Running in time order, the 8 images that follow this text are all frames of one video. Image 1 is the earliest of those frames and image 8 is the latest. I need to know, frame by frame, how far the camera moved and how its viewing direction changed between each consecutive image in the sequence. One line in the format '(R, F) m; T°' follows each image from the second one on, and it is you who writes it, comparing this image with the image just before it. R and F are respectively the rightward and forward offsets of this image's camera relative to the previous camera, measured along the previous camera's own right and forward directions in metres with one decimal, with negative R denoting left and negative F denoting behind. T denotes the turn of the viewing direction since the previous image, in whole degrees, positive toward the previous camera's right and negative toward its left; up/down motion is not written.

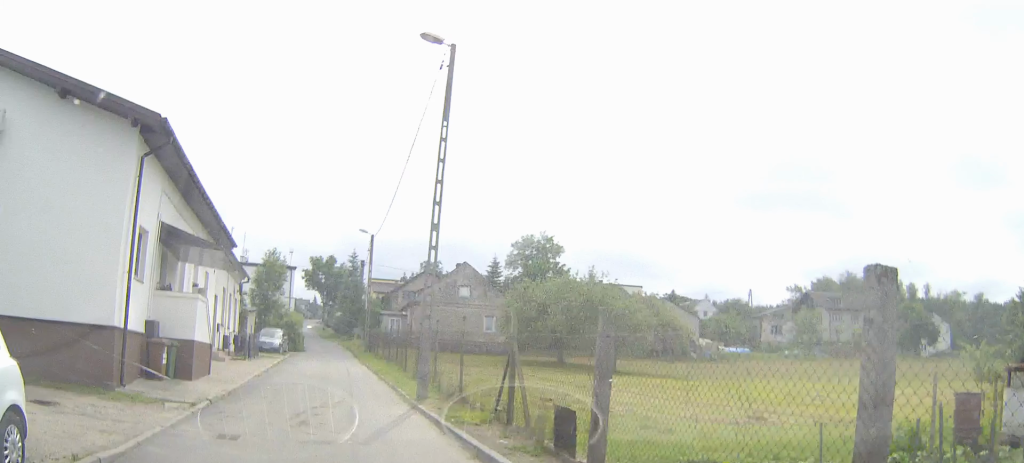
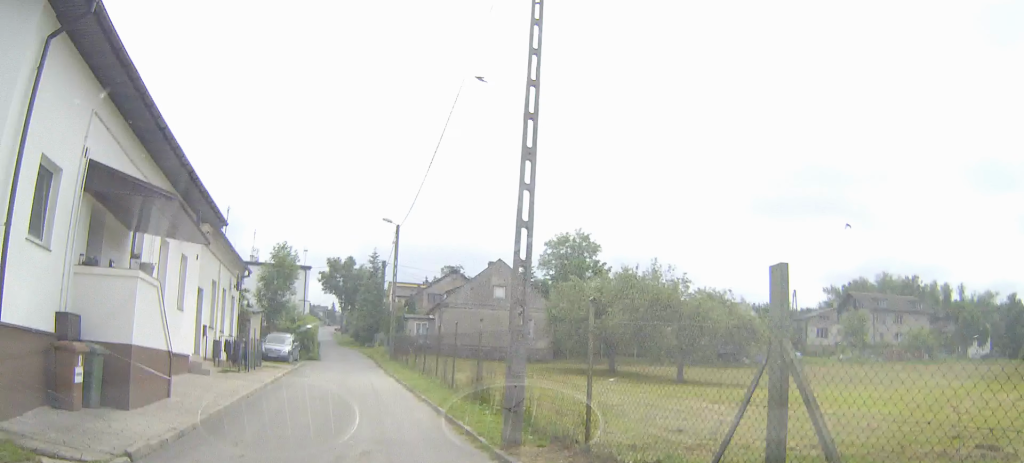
(+0.1, +7.2) m; -2°
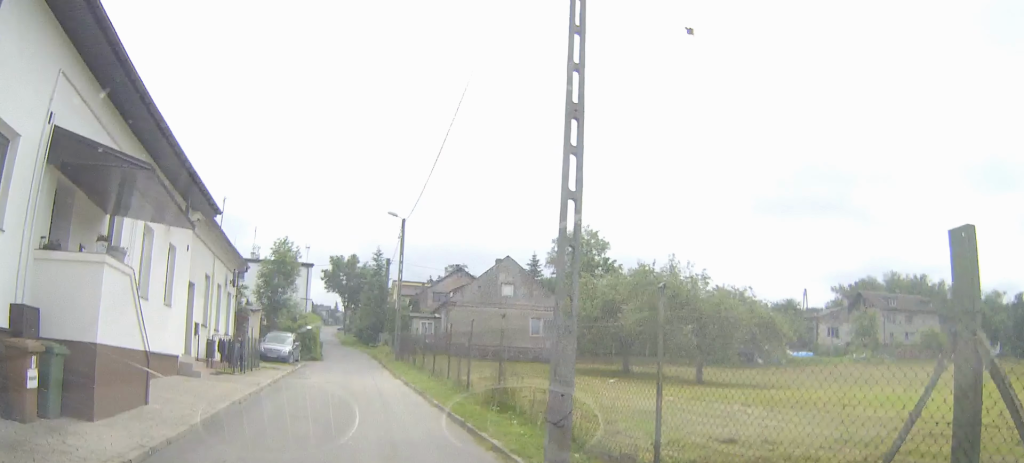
(0.0, +2.1) m; -2°
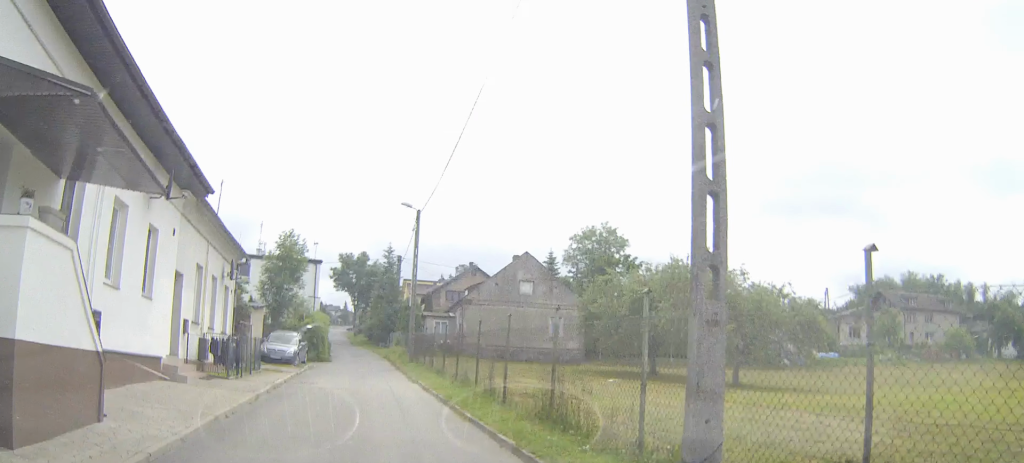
(-0.1, +3.1) m; -1°
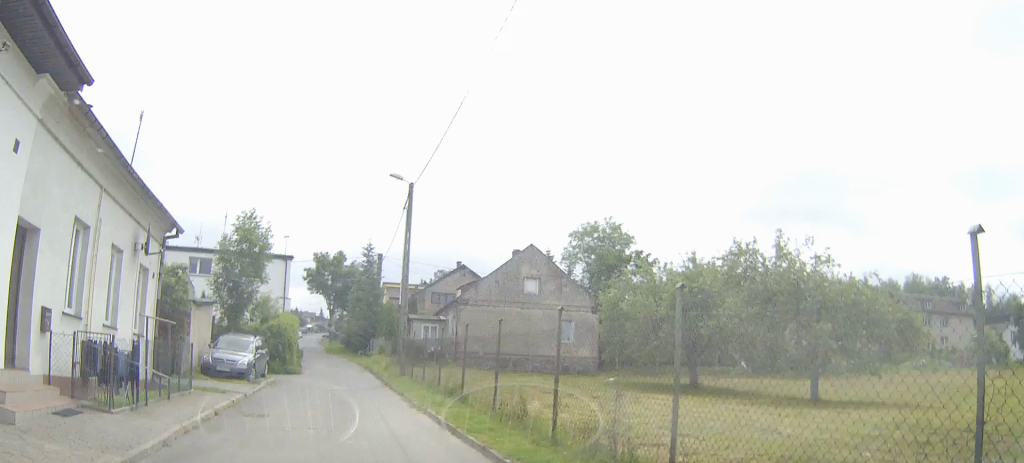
(+0.2, +8.8) m; +2°
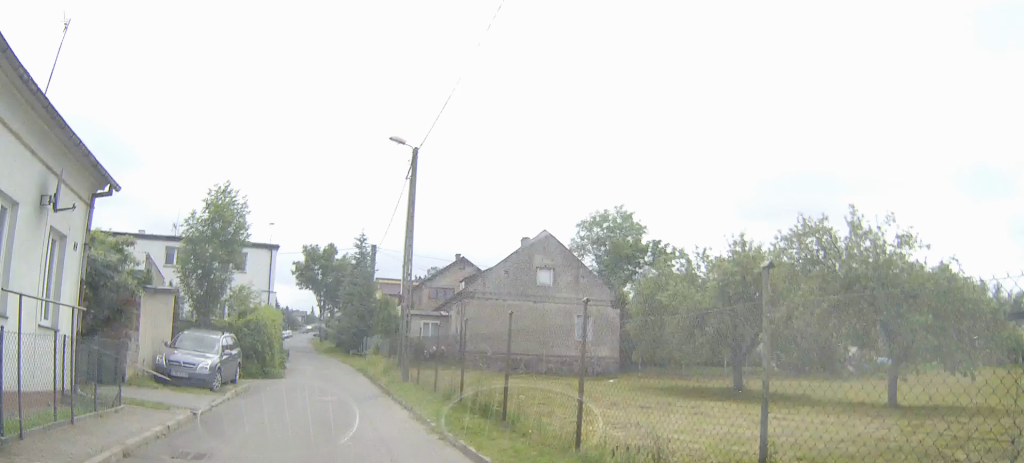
(0.0, +5.4) m; +1°
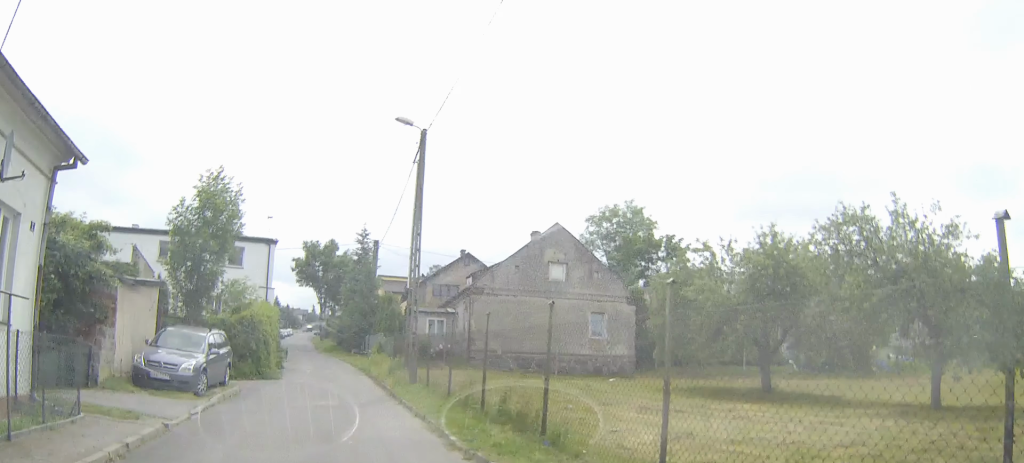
(0.0, +2.2) m; 0°
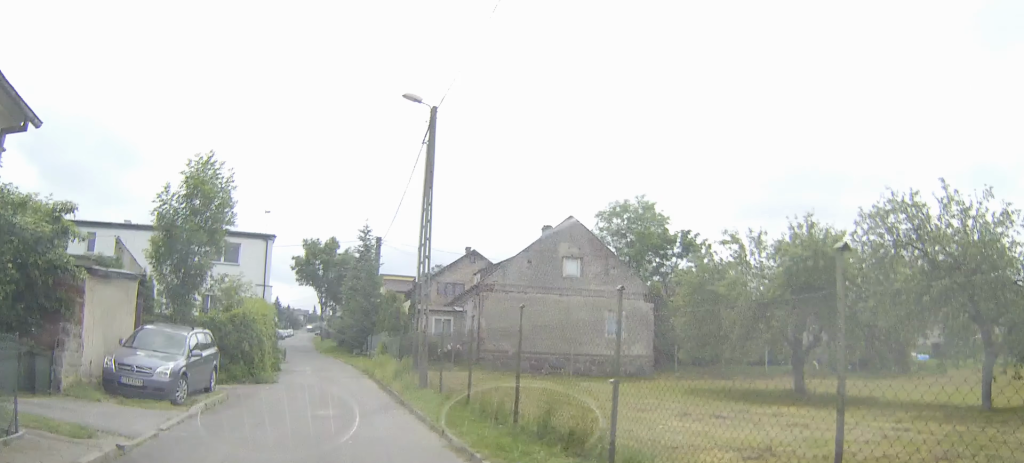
(0.0, +2.6) m; 0°
